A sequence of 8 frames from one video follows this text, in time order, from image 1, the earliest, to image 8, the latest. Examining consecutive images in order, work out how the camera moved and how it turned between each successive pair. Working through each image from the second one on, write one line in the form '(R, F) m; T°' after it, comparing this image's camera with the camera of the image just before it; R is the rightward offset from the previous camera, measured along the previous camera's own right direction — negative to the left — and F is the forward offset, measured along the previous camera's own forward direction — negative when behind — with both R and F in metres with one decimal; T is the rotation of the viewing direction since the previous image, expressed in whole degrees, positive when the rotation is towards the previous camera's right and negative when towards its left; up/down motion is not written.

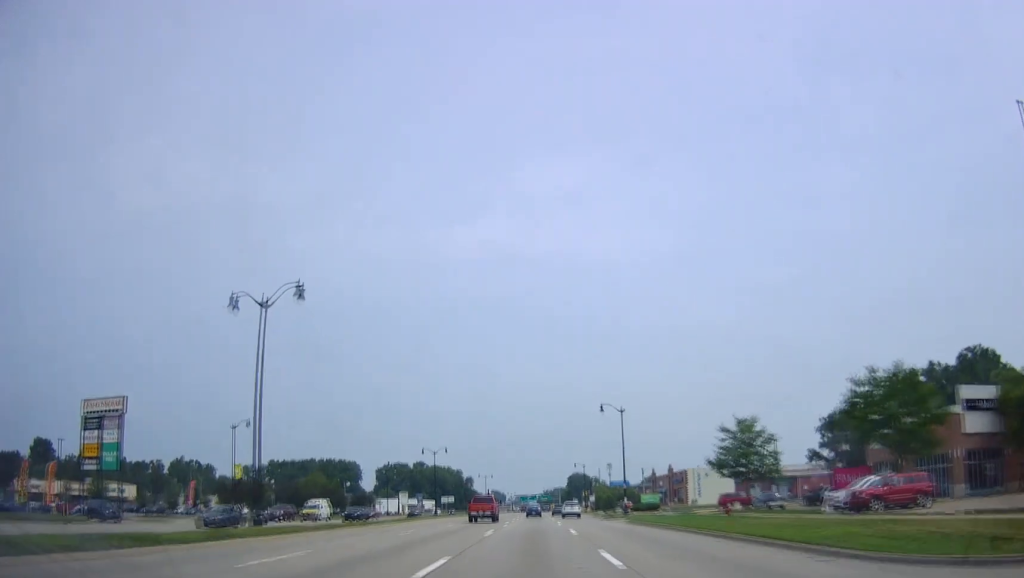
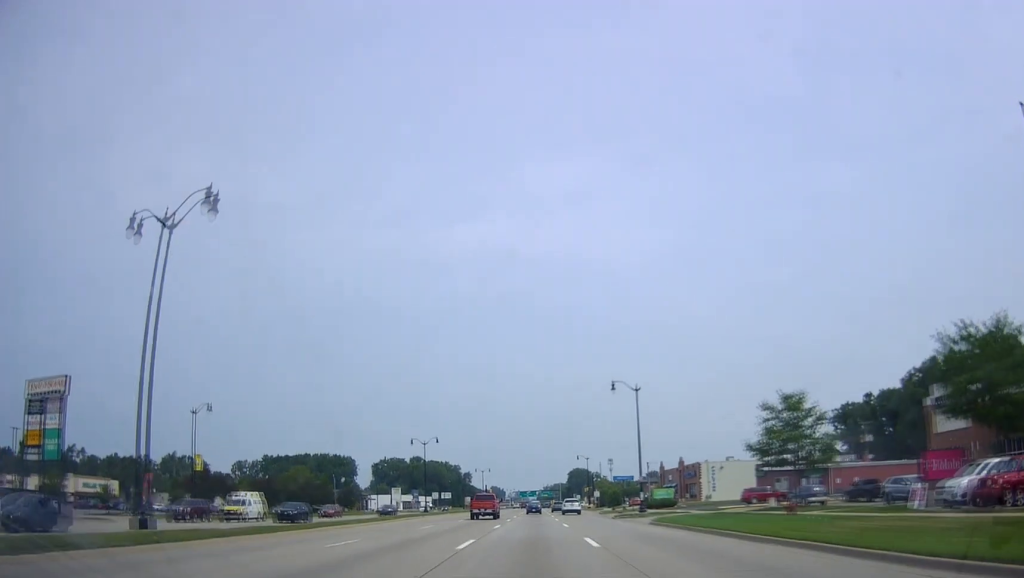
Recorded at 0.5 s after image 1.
(+0.1, +9.4) m; -1°
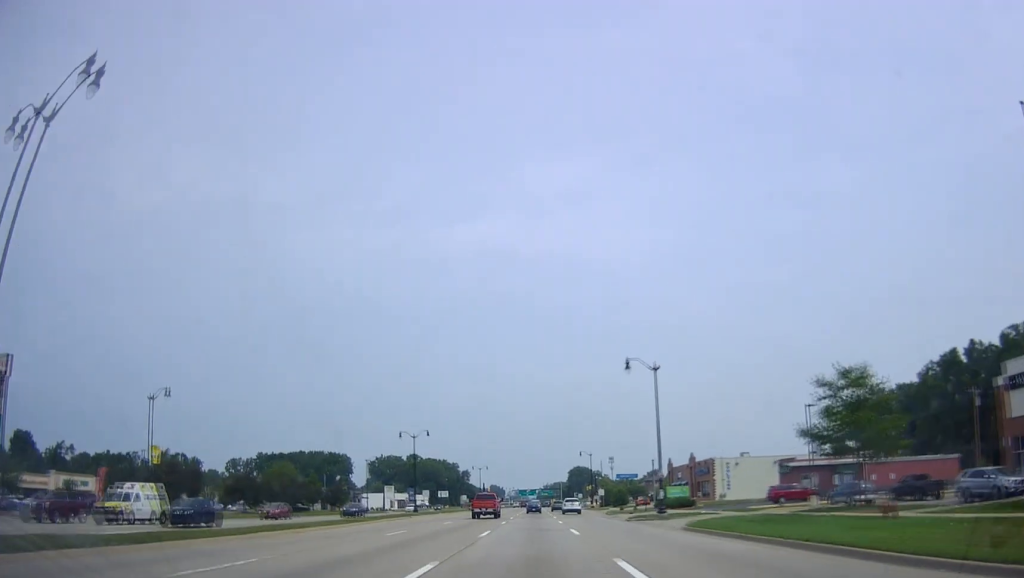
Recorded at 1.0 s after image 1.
(-0.3, +8.3) m; 0°
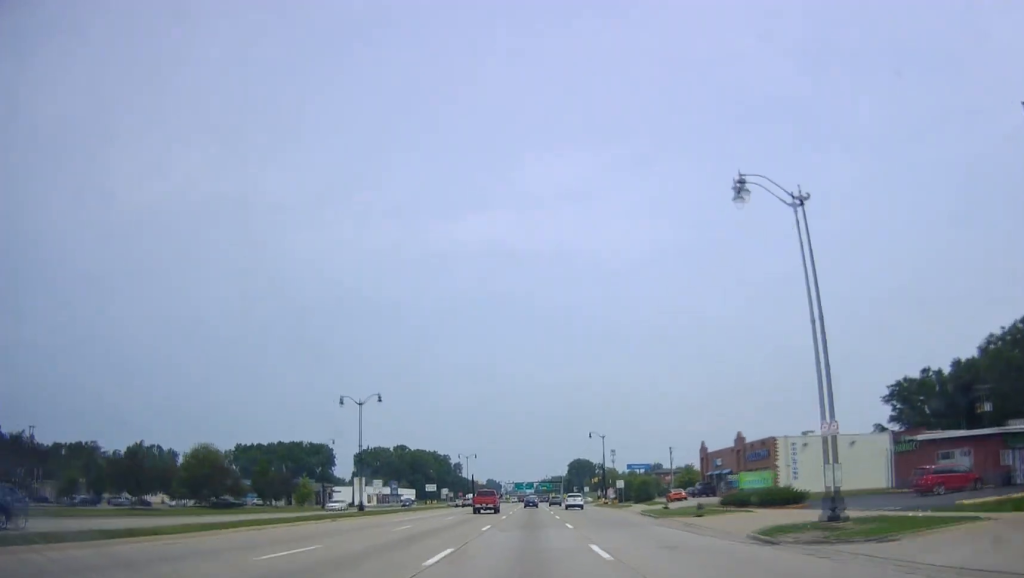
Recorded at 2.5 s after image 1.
(+0.4, +25.9) m; +3°
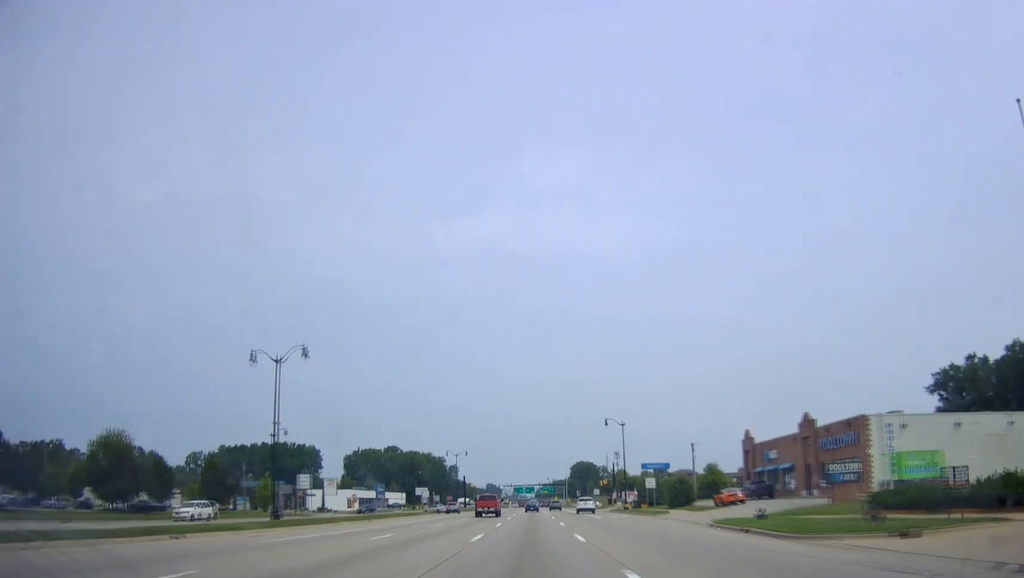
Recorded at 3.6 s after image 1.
(0.0, +20.5) m; -1°
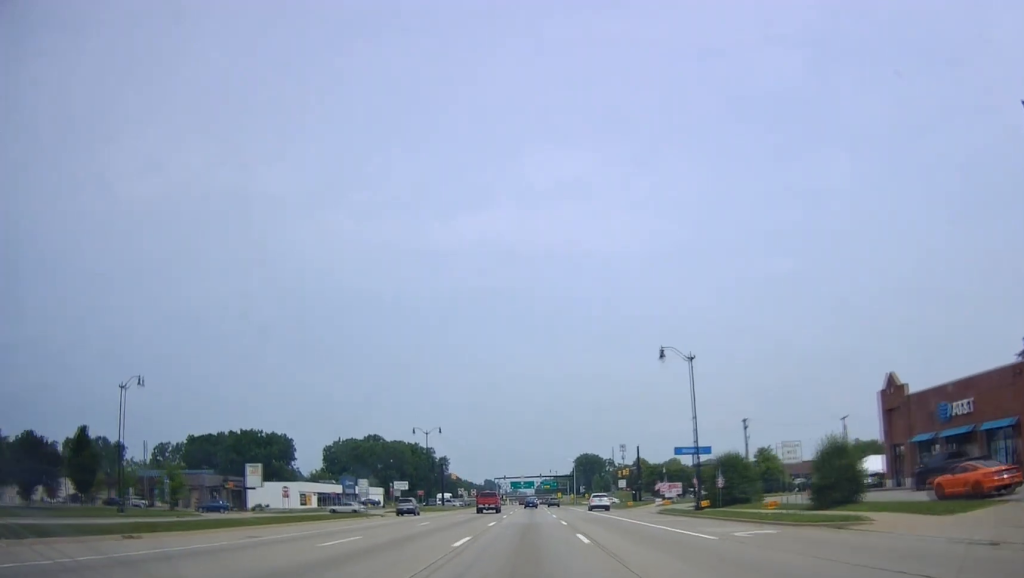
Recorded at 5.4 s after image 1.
(-0.3, +33.1) m; 0°
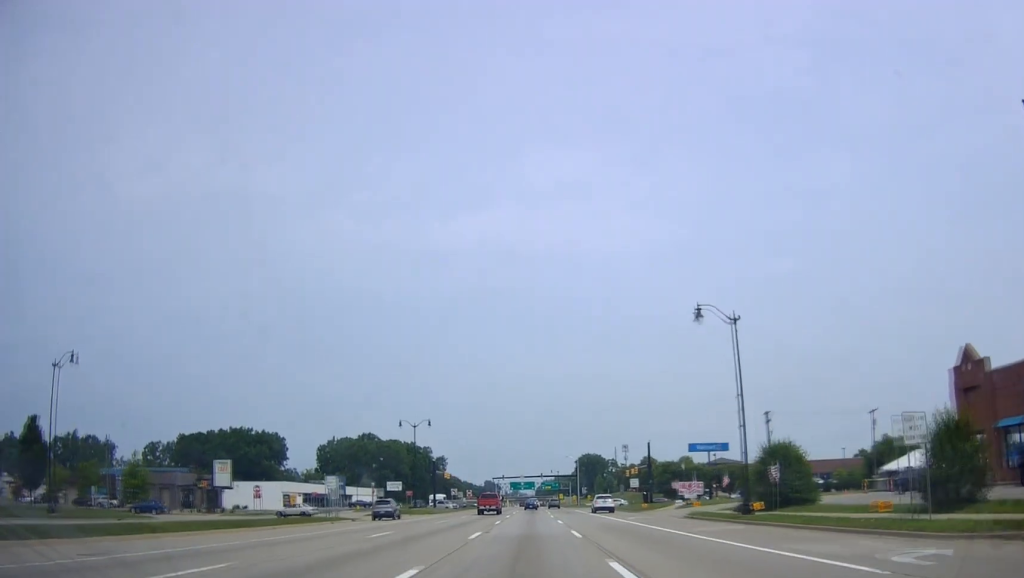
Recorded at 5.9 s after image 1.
(+0.1, +9.4) m; -1°
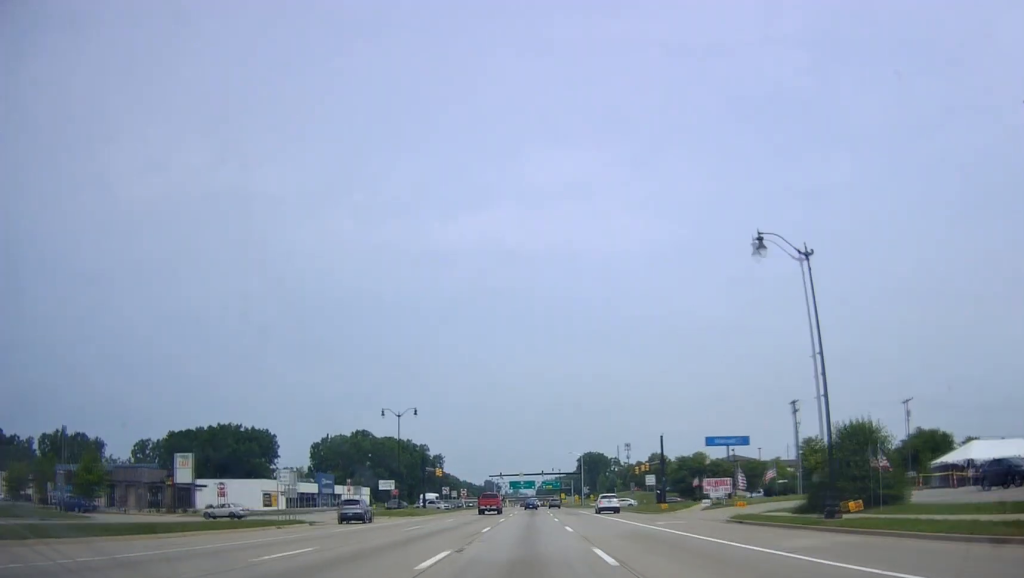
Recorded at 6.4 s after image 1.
(+0.2, +9.5) m; -1°
